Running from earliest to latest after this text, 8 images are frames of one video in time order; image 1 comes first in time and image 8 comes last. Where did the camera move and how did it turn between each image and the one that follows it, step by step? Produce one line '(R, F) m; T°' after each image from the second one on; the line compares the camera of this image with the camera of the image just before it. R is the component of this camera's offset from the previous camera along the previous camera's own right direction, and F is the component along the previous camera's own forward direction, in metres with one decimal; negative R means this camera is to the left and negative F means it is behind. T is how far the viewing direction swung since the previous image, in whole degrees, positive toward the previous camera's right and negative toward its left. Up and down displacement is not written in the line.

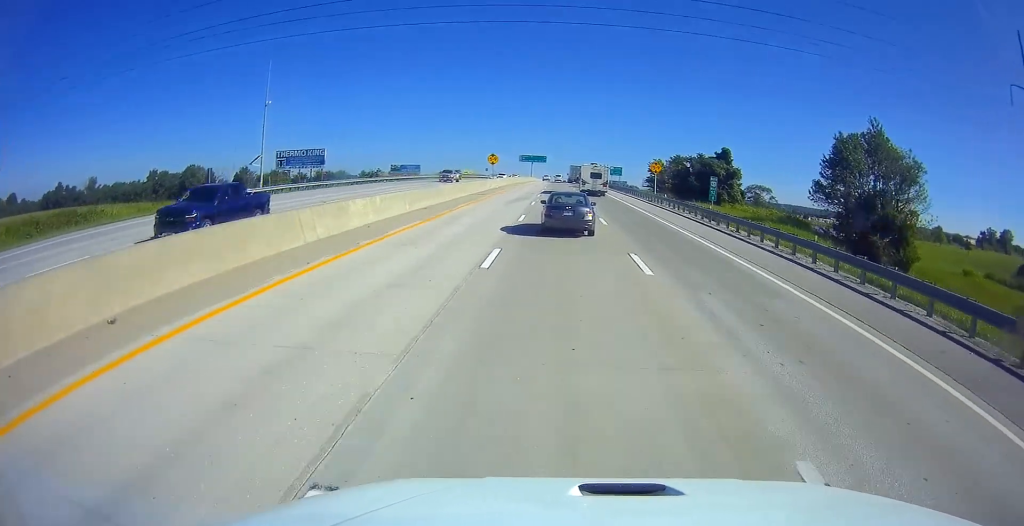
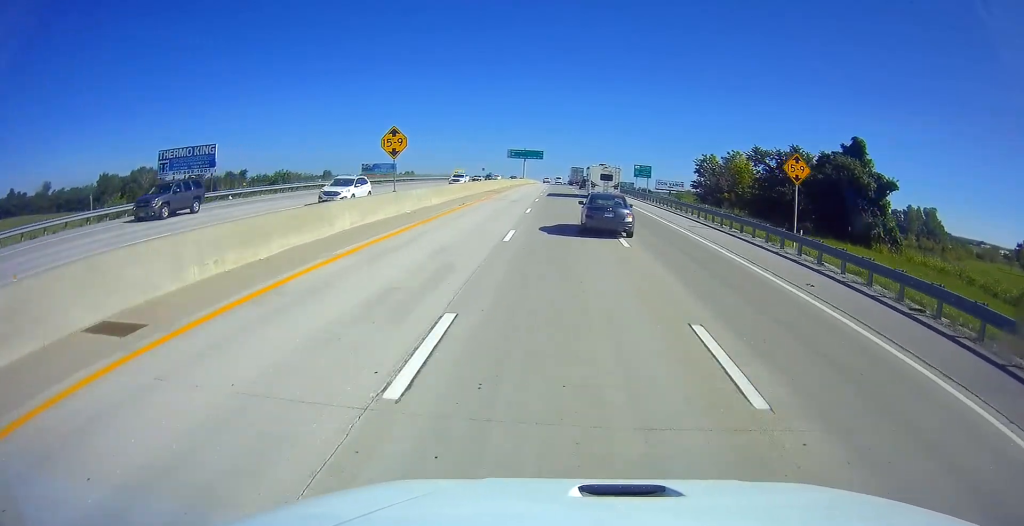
(-0.4, +44.4) m; 0°
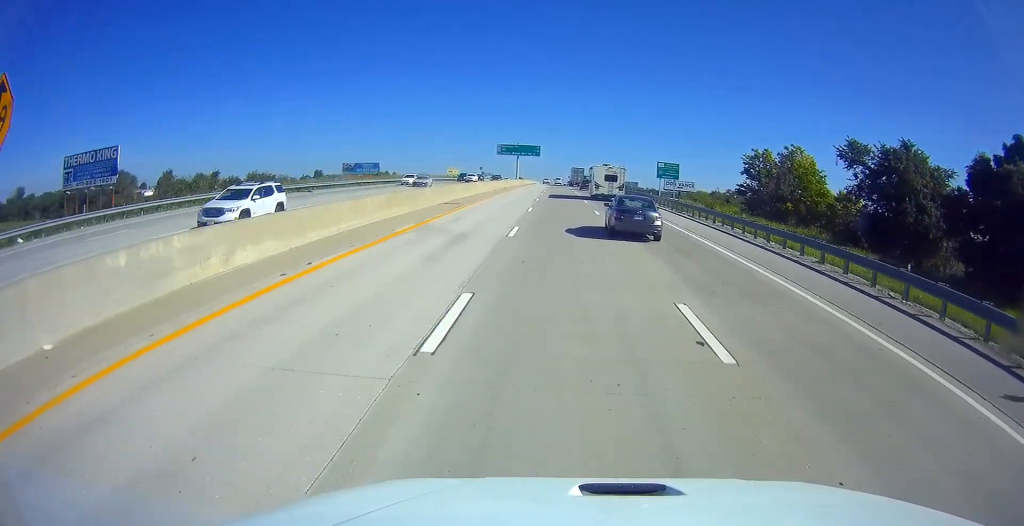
(+0.6, +23.2) m; 0°
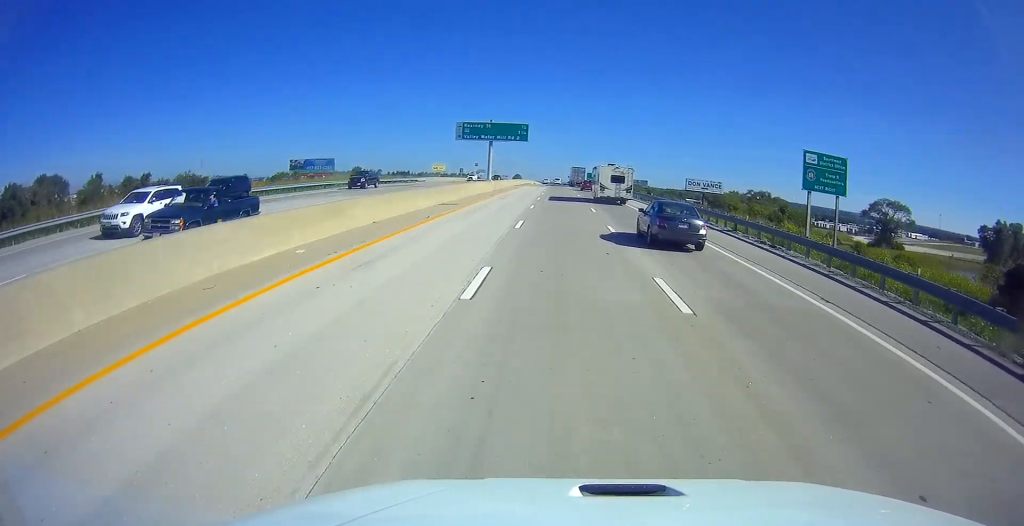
(-0.3, +46.6) m; +1°
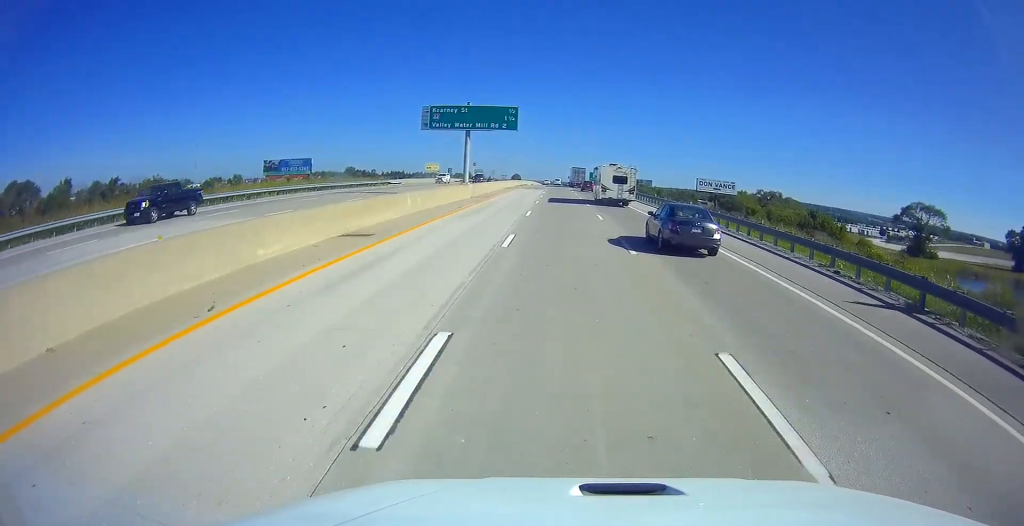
(+0.2, +17.6) m; +1°
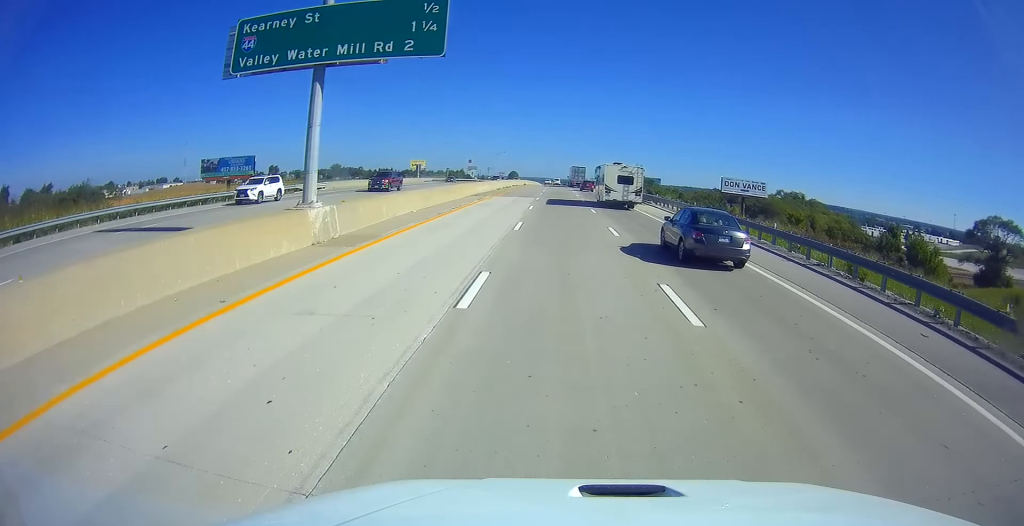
(-0.2, +32.3) m; -1°
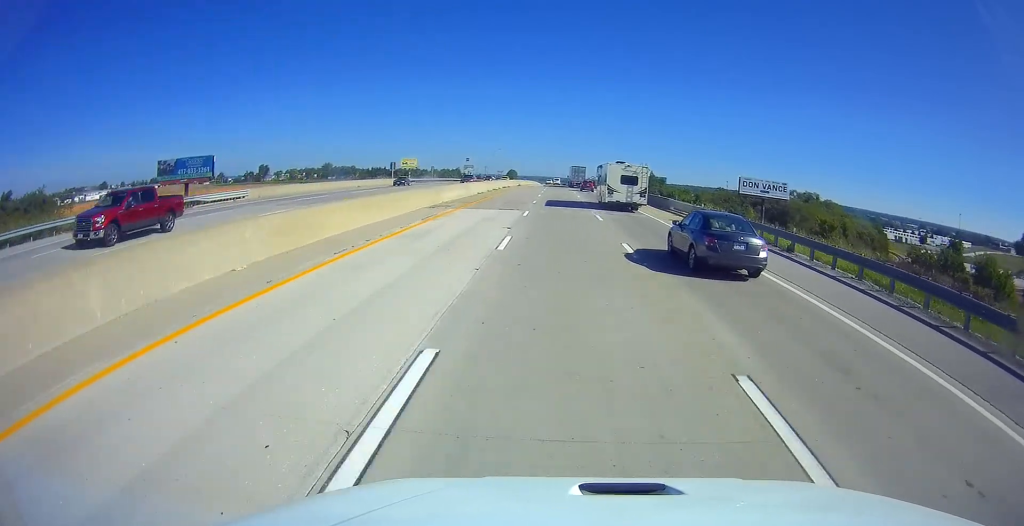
(-0.4, +17.6) m; 0°
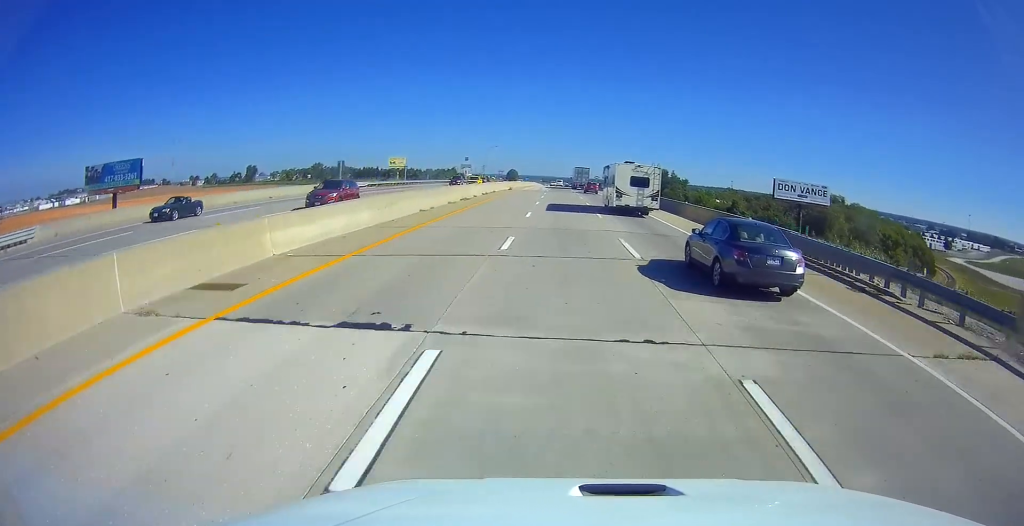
(+0.3, +24.5) m; 0°
